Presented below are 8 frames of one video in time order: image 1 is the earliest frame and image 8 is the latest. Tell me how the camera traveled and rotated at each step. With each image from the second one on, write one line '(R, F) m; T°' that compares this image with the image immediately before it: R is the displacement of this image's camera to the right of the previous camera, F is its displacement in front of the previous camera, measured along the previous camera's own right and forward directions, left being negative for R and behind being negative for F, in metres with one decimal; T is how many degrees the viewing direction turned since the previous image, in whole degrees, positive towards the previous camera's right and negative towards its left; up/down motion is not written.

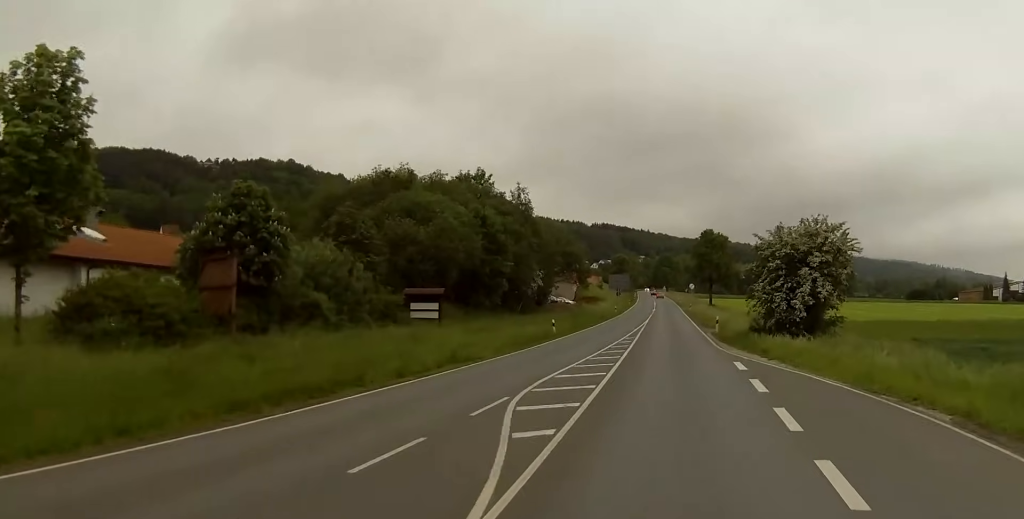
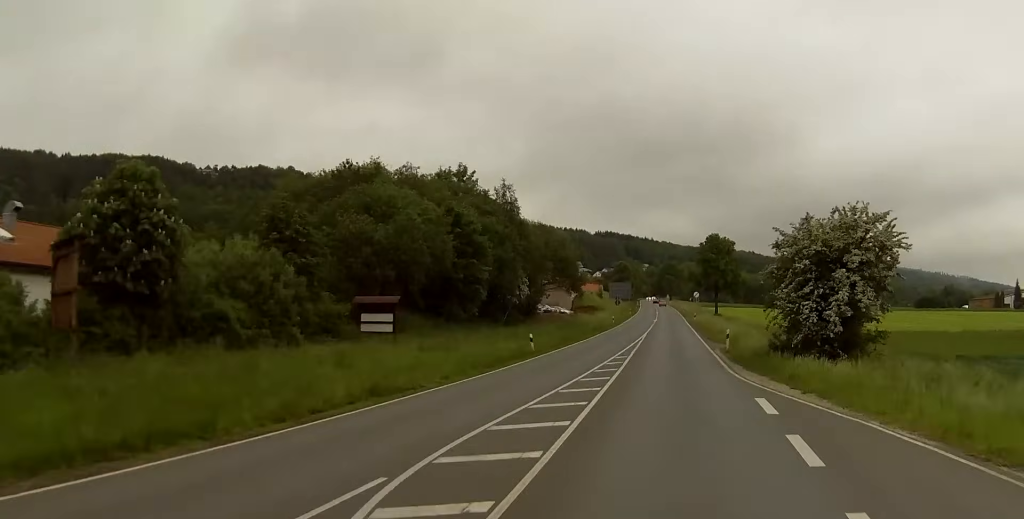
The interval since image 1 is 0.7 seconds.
(+0.1, +8.2) m; -1°
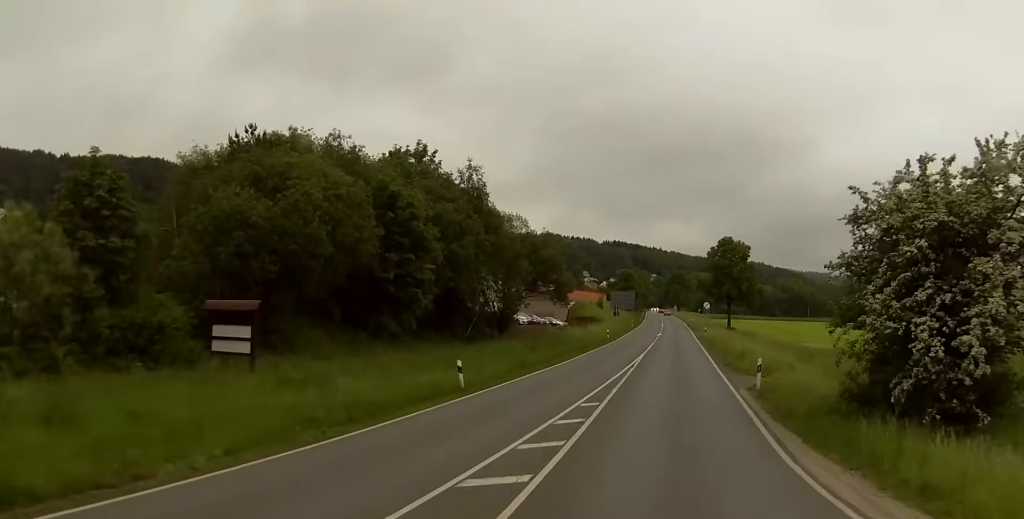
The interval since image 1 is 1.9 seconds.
(-0.4, +15.1) m; -1°
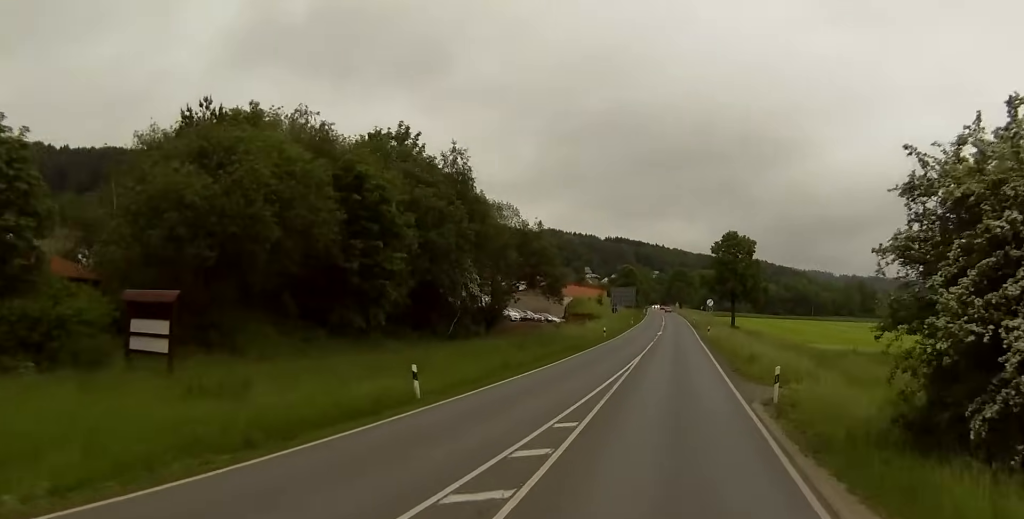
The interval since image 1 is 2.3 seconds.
(+0.1, +5.0) m; 0°
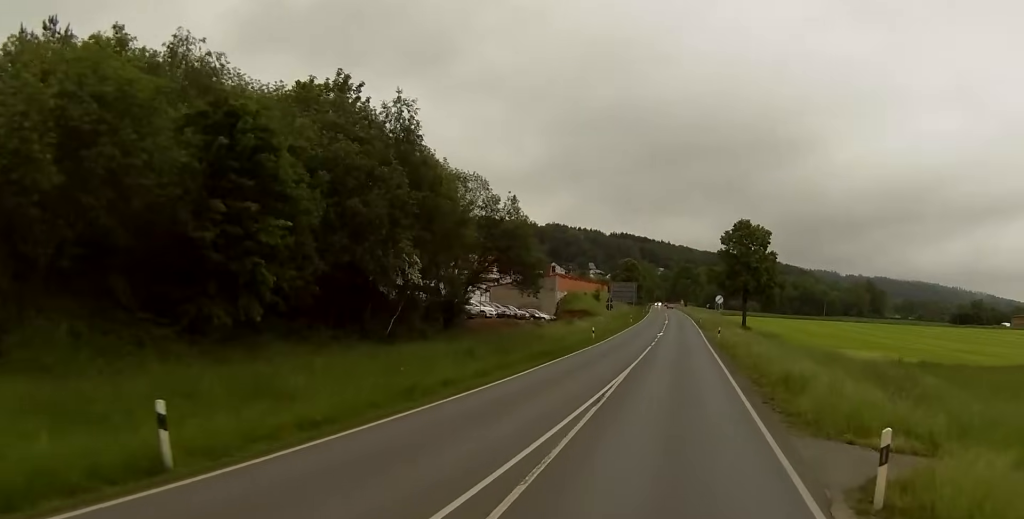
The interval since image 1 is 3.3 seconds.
(+0.1, +12.3) m; 0°
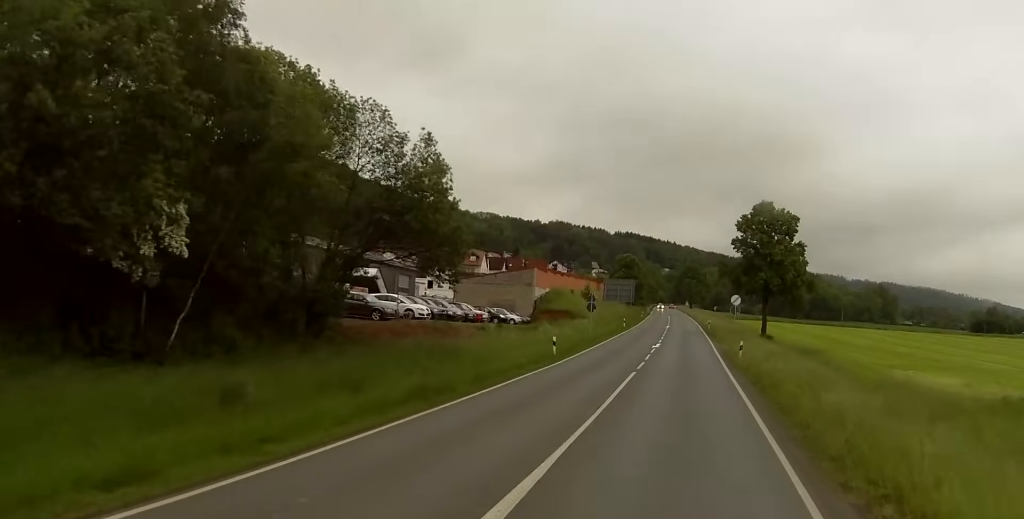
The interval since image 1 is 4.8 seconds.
(0.0, +19.2) m; -1°
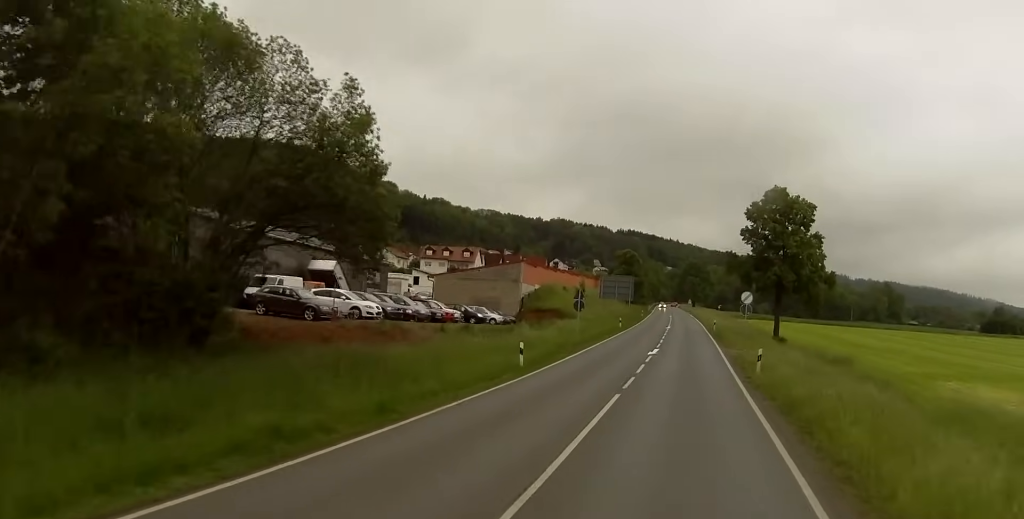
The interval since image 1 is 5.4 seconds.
(-0.2, +8.5) m; 0°
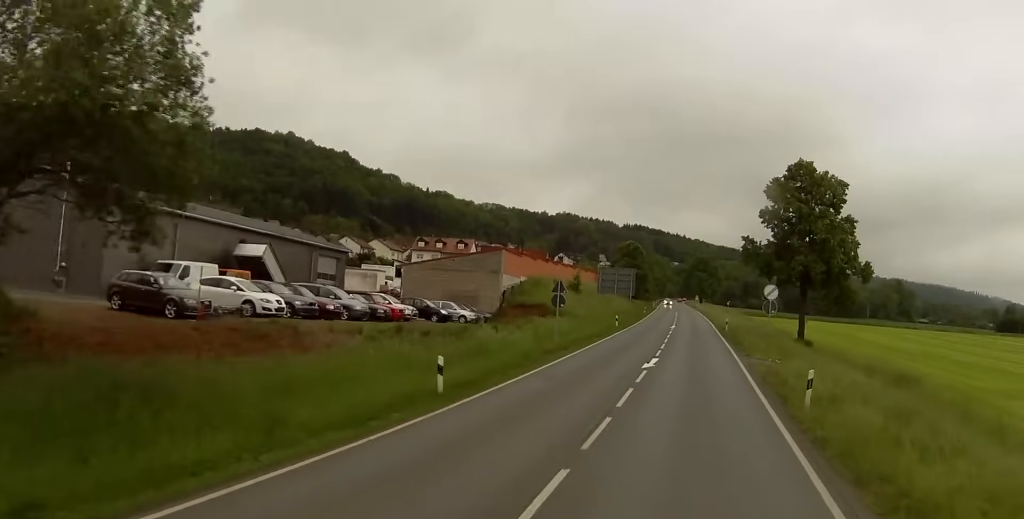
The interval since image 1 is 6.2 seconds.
(+0.1, +11.4) m; 0°
